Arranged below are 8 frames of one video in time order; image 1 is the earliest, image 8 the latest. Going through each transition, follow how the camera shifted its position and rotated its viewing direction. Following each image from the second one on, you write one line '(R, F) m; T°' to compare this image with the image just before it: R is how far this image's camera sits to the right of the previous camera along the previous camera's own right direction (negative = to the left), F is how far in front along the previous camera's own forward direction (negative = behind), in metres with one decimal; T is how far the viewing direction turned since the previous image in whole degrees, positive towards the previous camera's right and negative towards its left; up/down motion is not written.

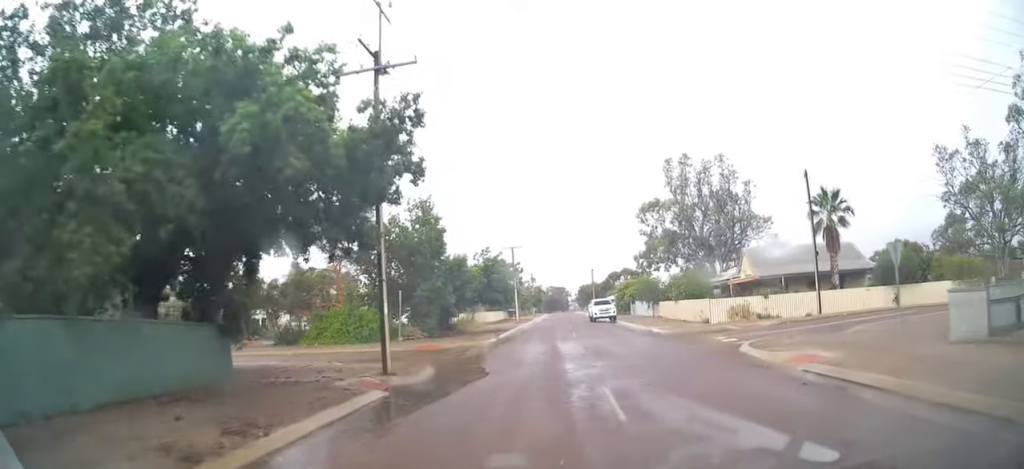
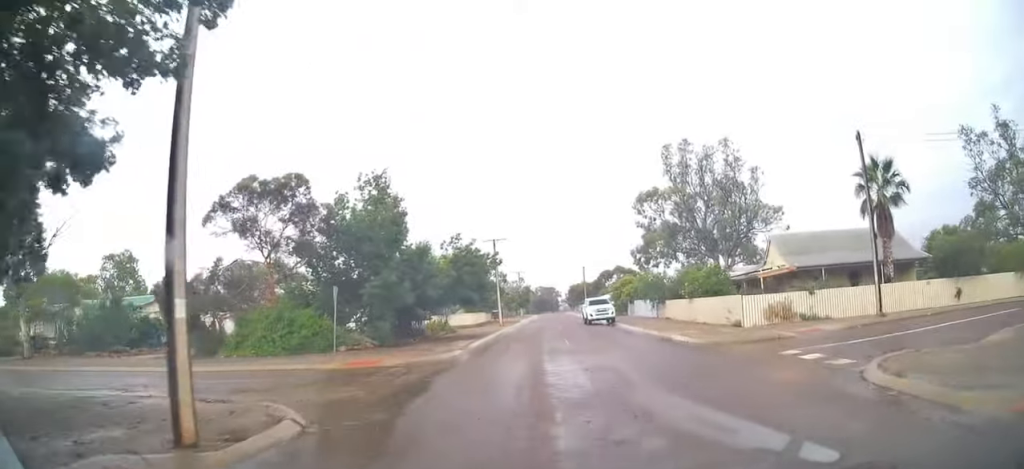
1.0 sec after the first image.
(0.0, +7.4) m; 0°
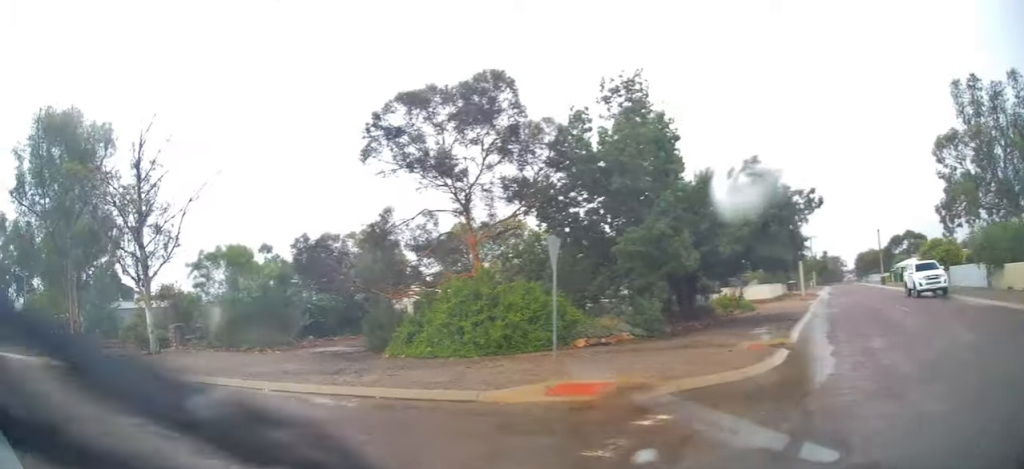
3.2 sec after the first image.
(-0.7, +10.3) m; -22°
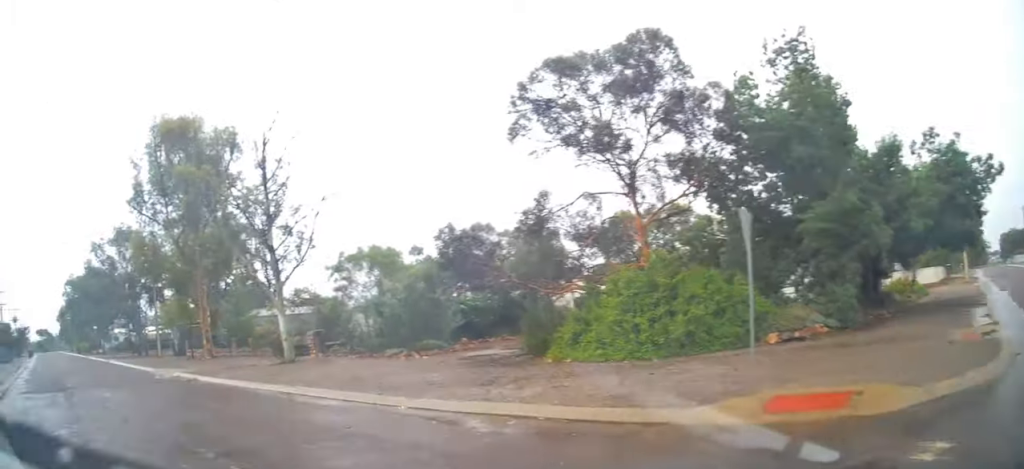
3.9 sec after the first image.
(-0.5, +2.0) m; -20°
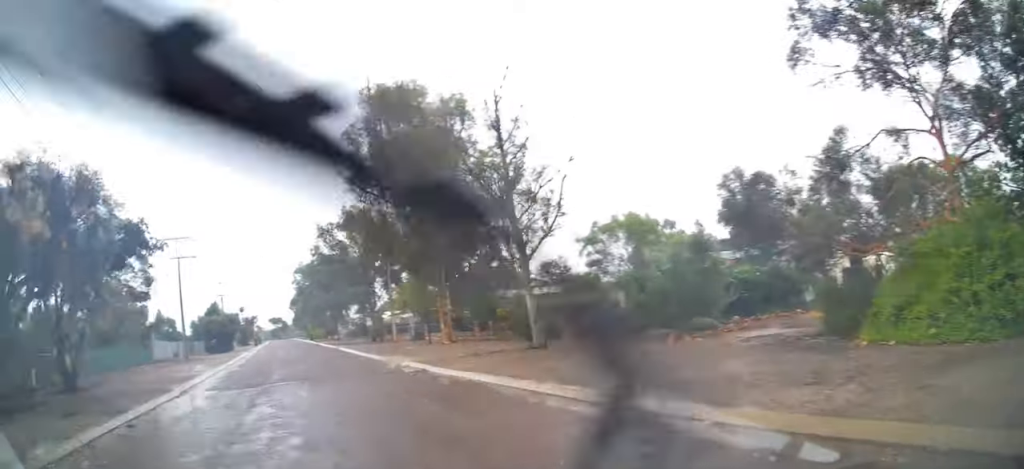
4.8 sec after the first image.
(-0.7, +2.7) m; -32°
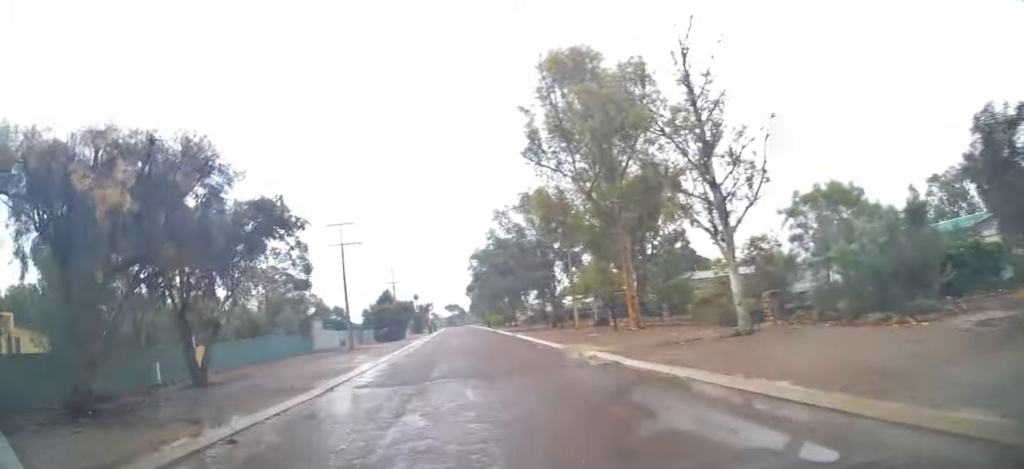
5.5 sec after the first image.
(-0.5, +2.3) m; -16°
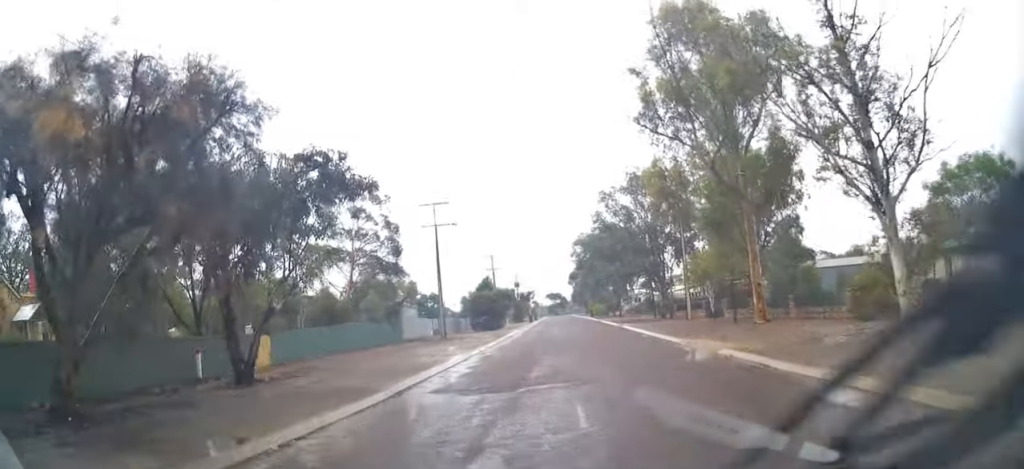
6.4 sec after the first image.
(-0.5, +3.1) m; -5°
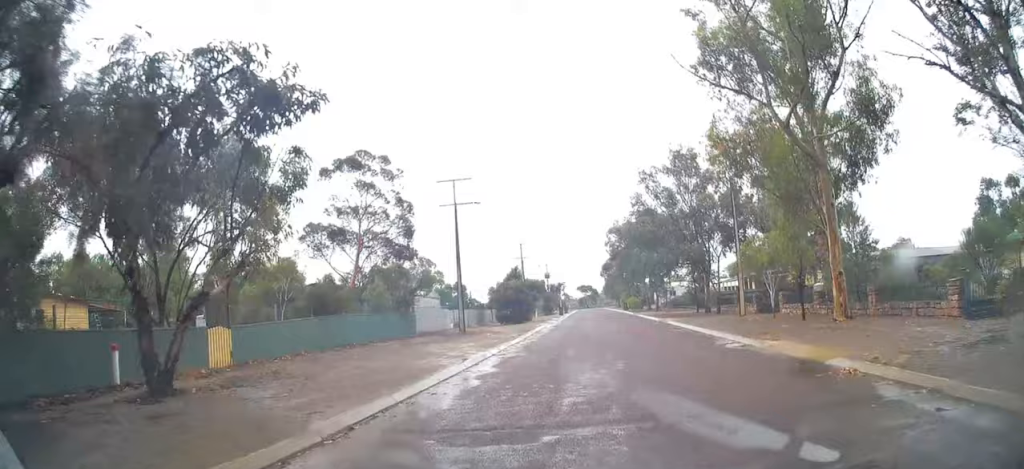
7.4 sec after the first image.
(+0.3, +3.8) m; +5°
